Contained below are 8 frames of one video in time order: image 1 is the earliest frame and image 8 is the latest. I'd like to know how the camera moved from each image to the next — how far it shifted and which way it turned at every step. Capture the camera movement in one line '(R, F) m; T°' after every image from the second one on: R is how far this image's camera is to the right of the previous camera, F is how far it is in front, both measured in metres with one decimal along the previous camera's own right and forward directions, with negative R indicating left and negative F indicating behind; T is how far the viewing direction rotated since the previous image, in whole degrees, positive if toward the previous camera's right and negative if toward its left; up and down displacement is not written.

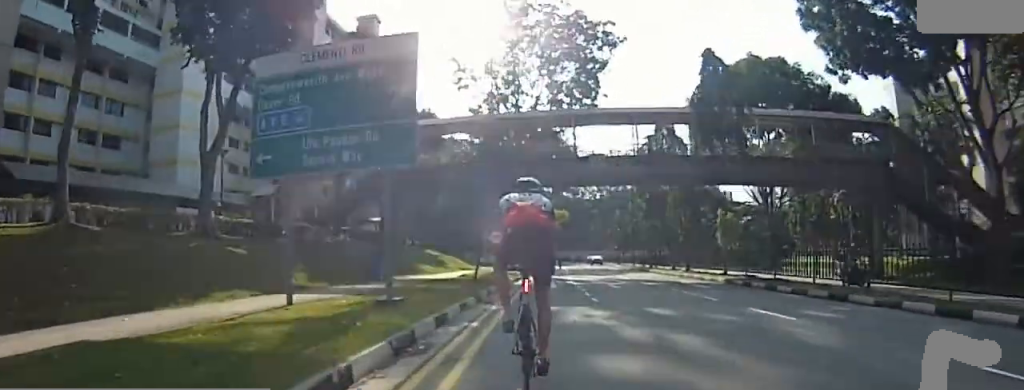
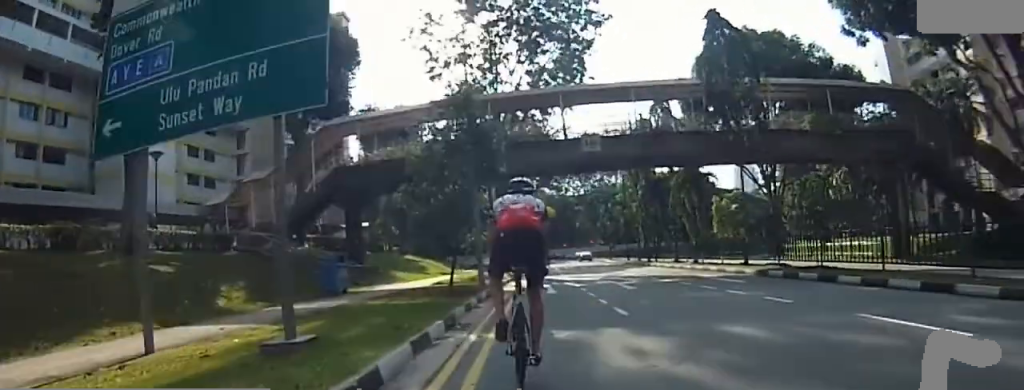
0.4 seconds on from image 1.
(-0.8, +3.7) m; 0°
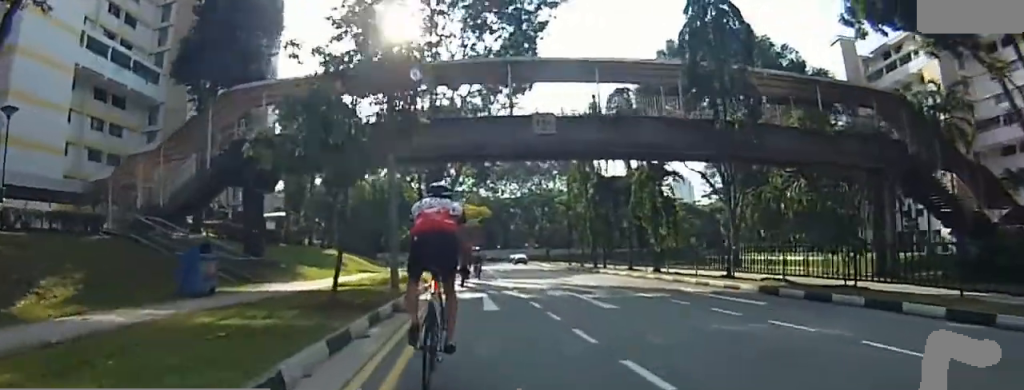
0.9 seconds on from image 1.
(-0.1, +4.3) m; +1°
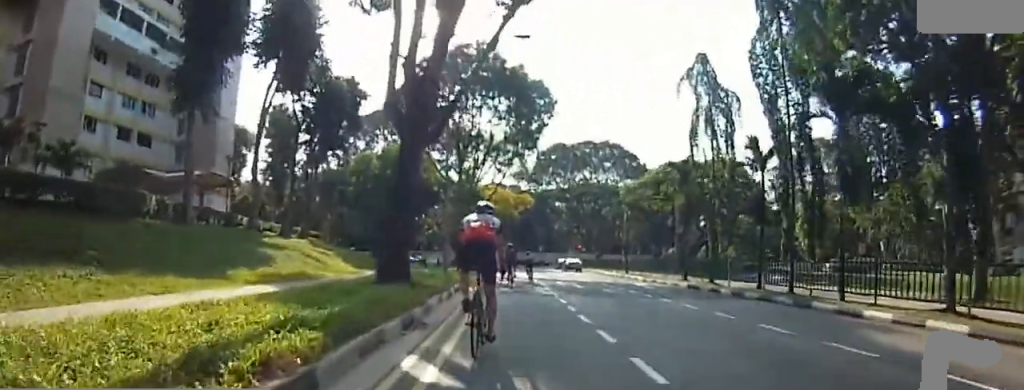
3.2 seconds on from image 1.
(+0.3, +18.5) m; -3°
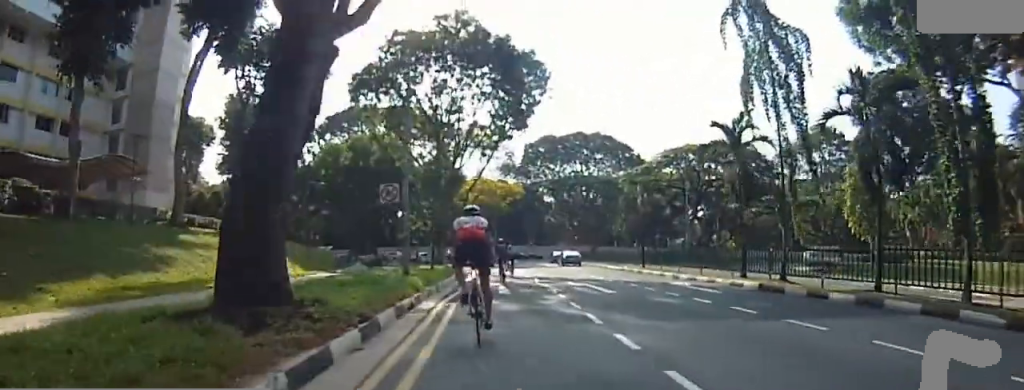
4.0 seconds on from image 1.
(+0.1, +6.3) m; +5°
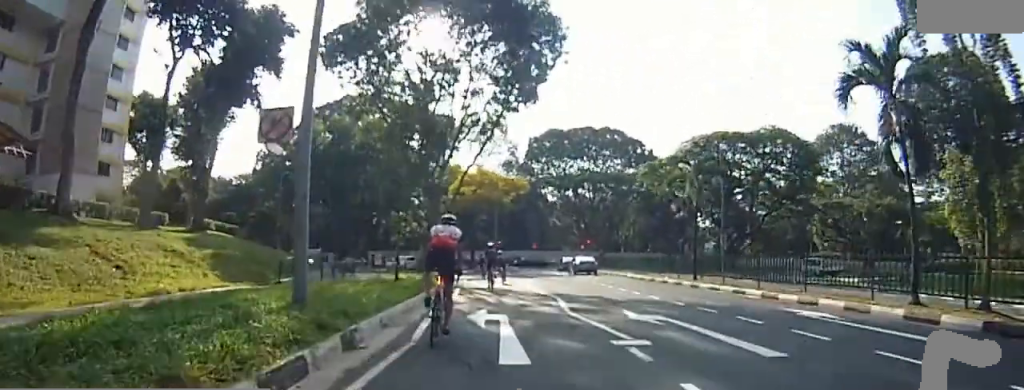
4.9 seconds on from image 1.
(+0.6, +7.5) m; +7°
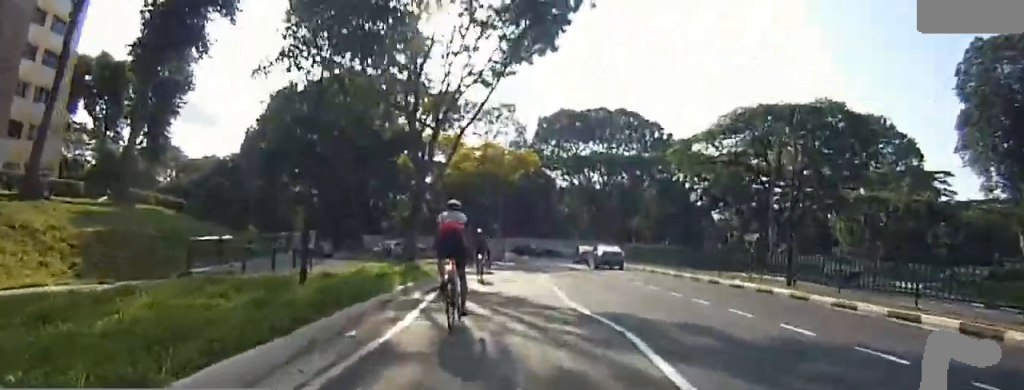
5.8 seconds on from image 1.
(+0.4, +7.2) m; 0°
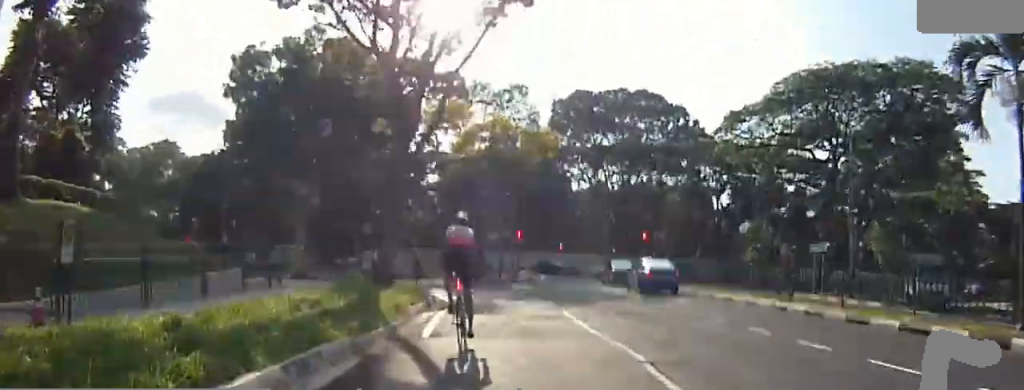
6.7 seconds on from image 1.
(-0.4, +7.9) m; 0°
